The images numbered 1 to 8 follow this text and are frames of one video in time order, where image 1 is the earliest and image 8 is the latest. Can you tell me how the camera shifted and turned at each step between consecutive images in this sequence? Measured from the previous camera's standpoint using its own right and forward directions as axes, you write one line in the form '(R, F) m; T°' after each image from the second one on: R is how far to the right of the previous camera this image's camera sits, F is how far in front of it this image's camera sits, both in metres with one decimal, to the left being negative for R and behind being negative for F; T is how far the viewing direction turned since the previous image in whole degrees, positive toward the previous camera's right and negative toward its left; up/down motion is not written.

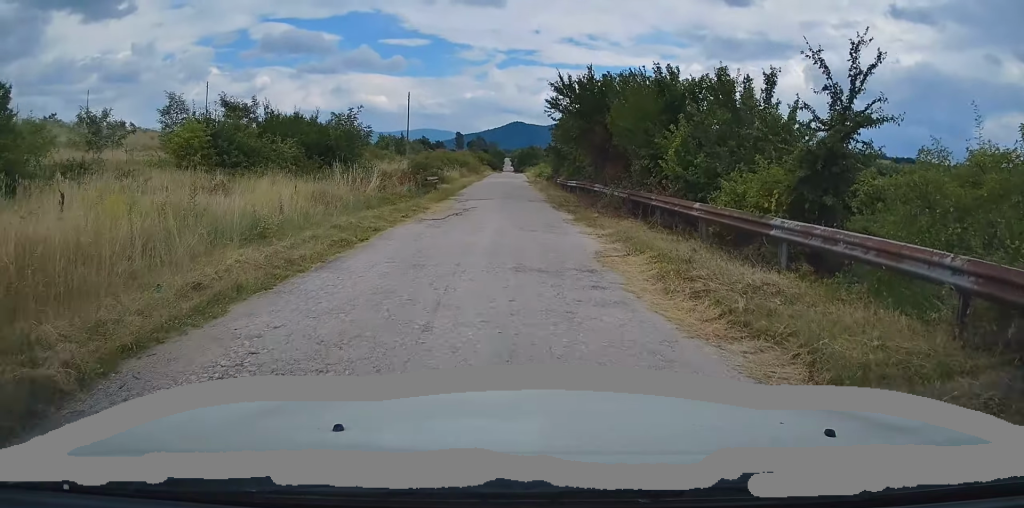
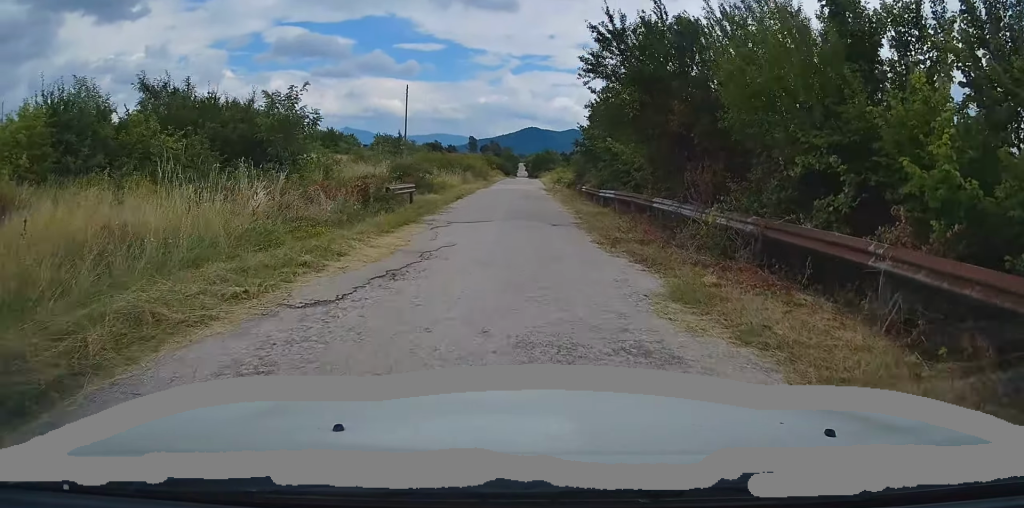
(-0.1, +10.2) m; -1°
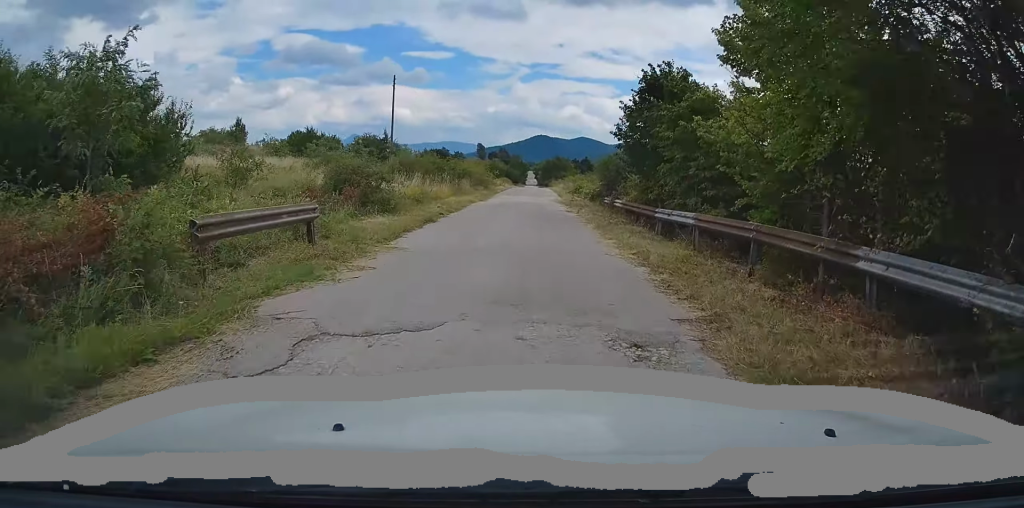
(-0.2, +10.9) m; -1°
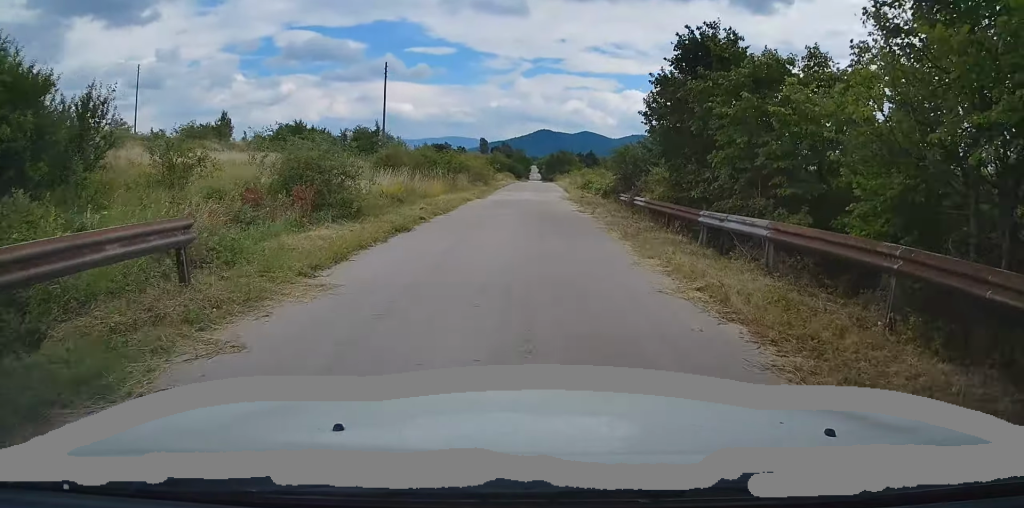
(0.0, +4.3) m; 0°
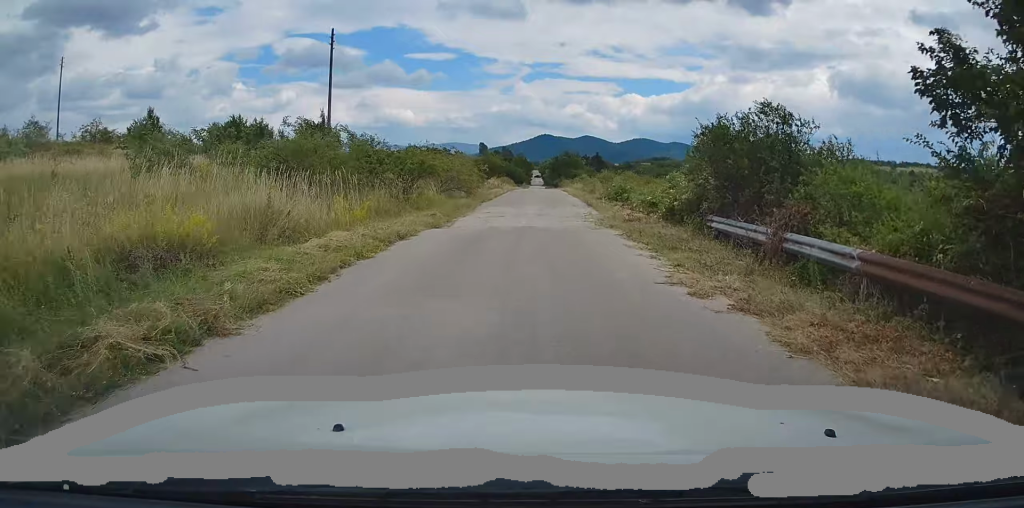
(+0.1, +14.1) m; 0°
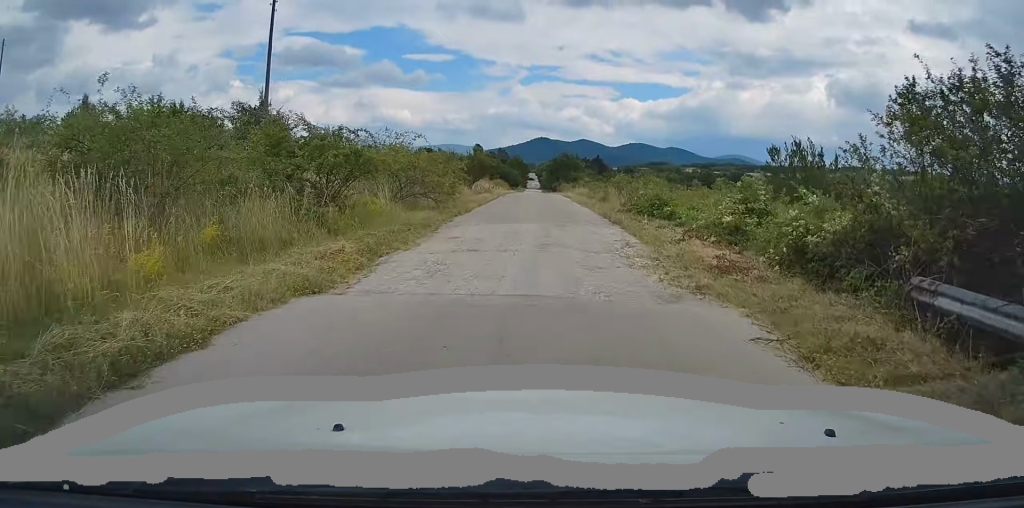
(-0.1, +8.9) m; 0°
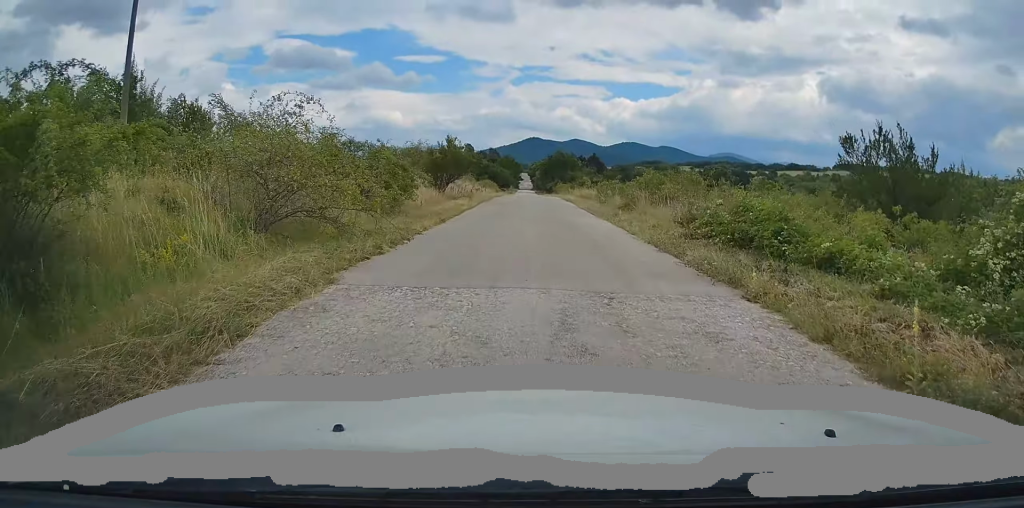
(+0.2, +10.3) m; +1°
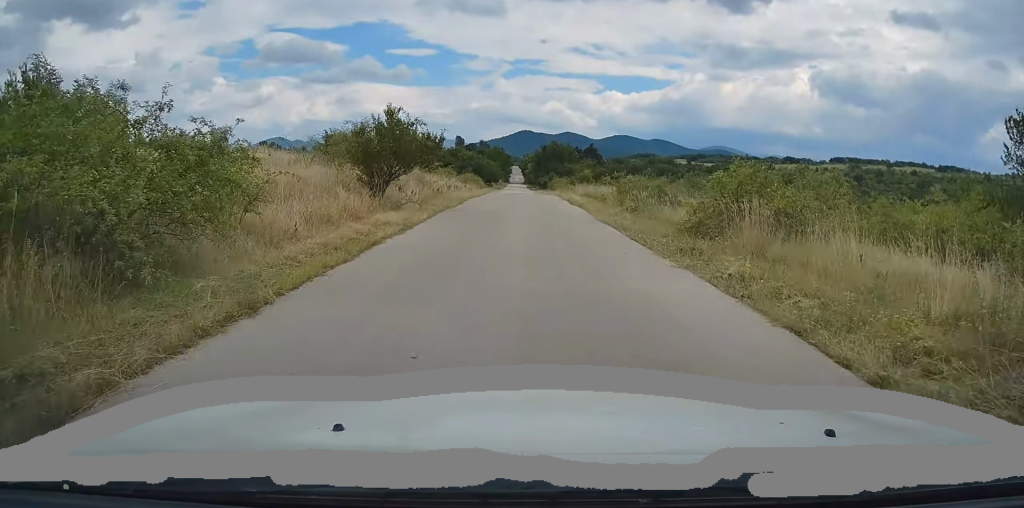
(0.0, +11.8) m; 0°
